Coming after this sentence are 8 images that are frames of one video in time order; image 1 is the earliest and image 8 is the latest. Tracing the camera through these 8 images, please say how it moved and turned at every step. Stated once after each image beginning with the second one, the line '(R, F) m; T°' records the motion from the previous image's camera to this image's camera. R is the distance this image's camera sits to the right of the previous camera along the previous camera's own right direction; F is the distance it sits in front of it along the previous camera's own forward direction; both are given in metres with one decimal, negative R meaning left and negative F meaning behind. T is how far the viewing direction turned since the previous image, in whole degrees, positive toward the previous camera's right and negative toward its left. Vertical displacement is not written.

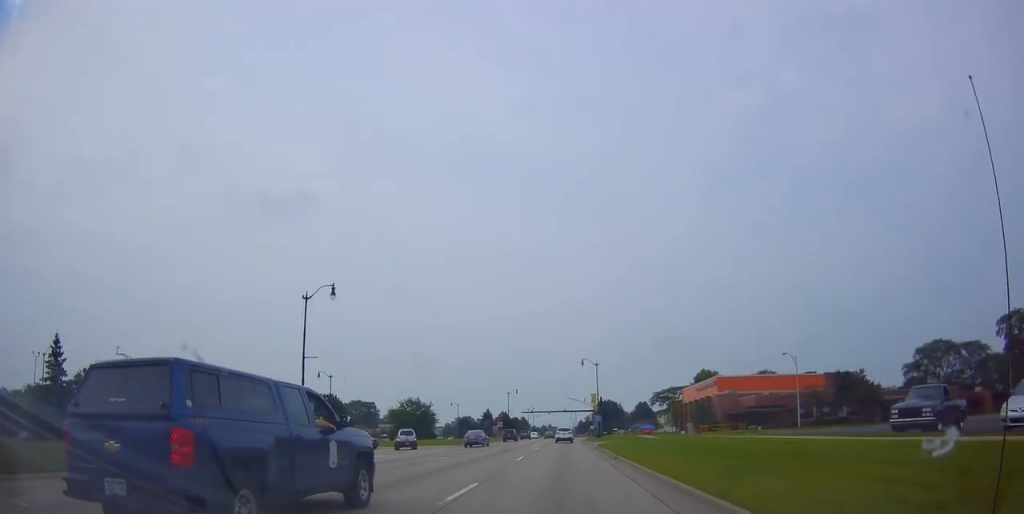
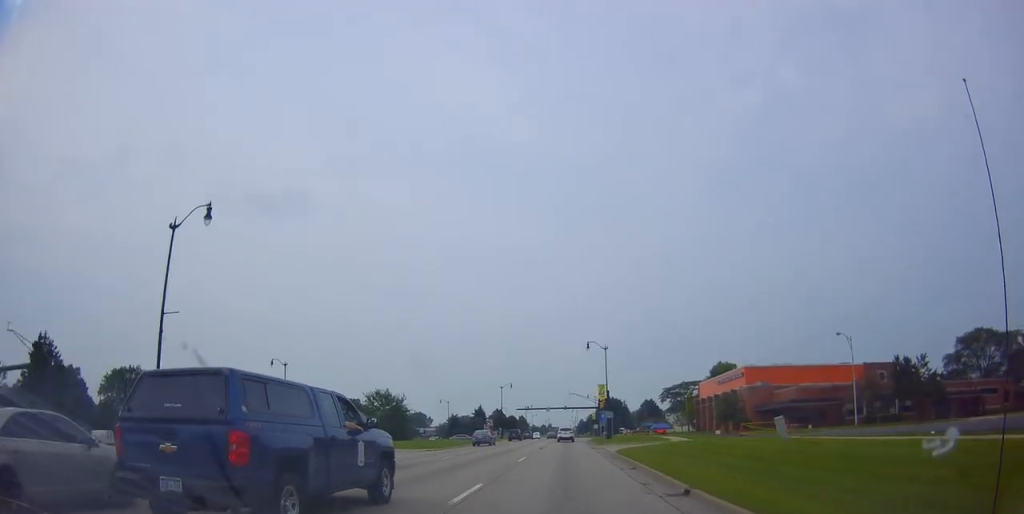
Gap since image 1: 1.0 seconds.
(0.0, +14.8) m; -1°
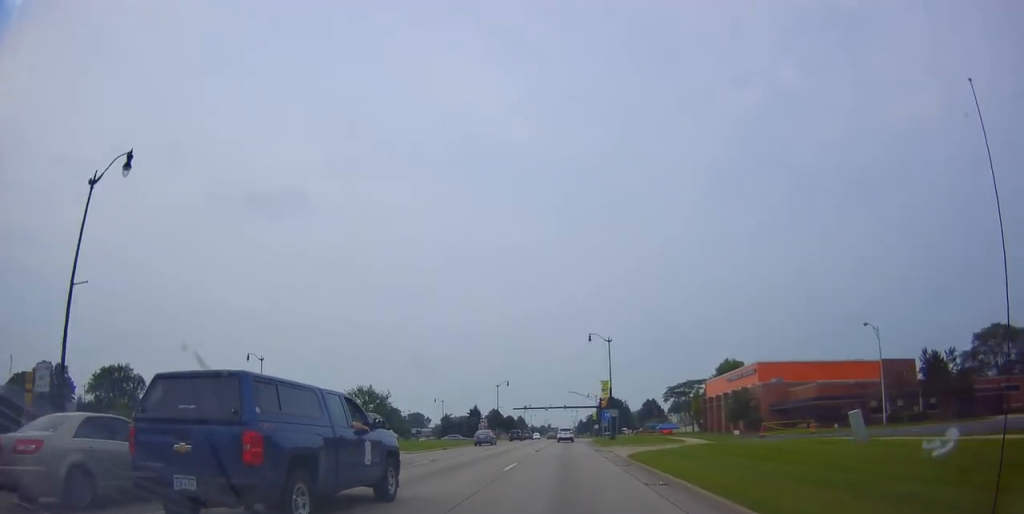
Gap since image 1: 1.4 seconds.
(+0.1, +5.7) m; -1°
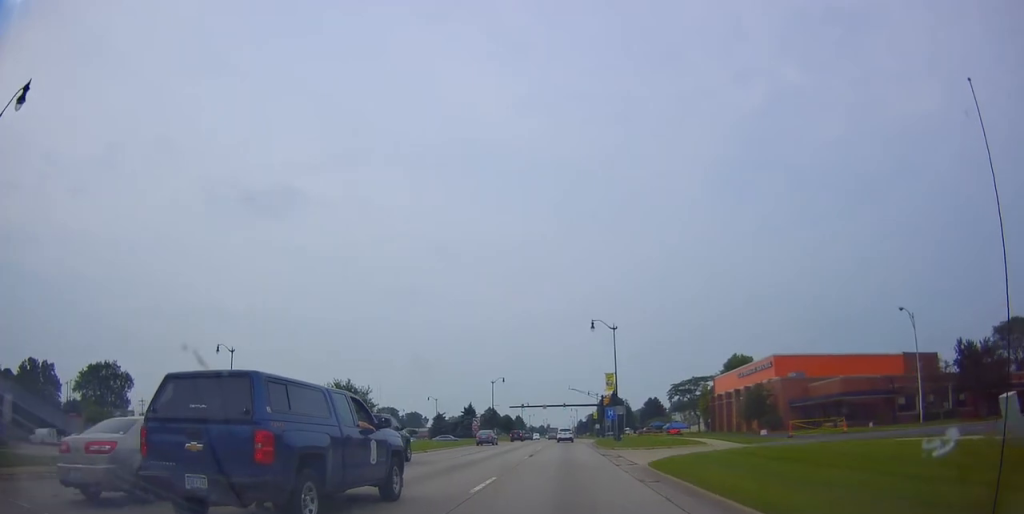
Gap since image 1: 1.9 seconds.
(-0.1, +6.4) m; 0°
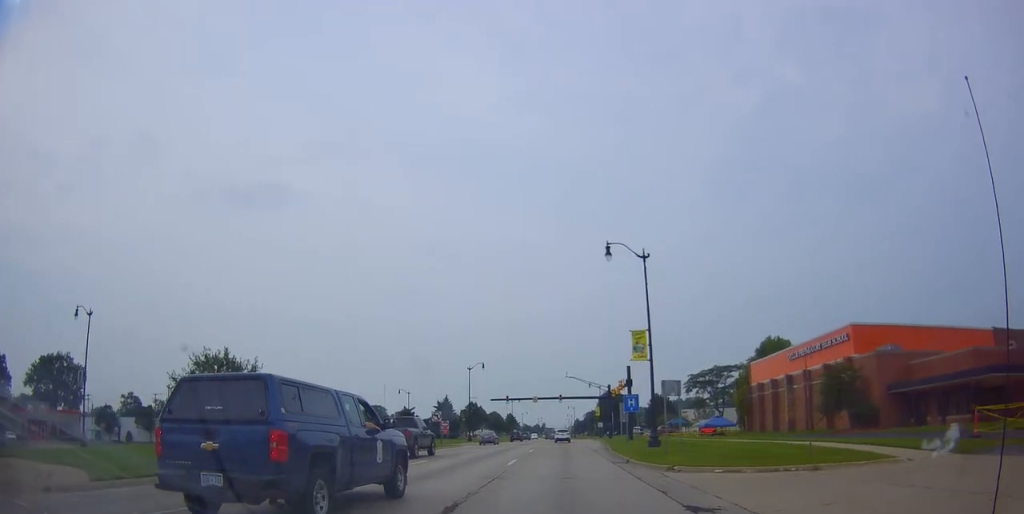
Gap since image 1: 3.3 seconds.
(+0.1, +21.4) m; +1°
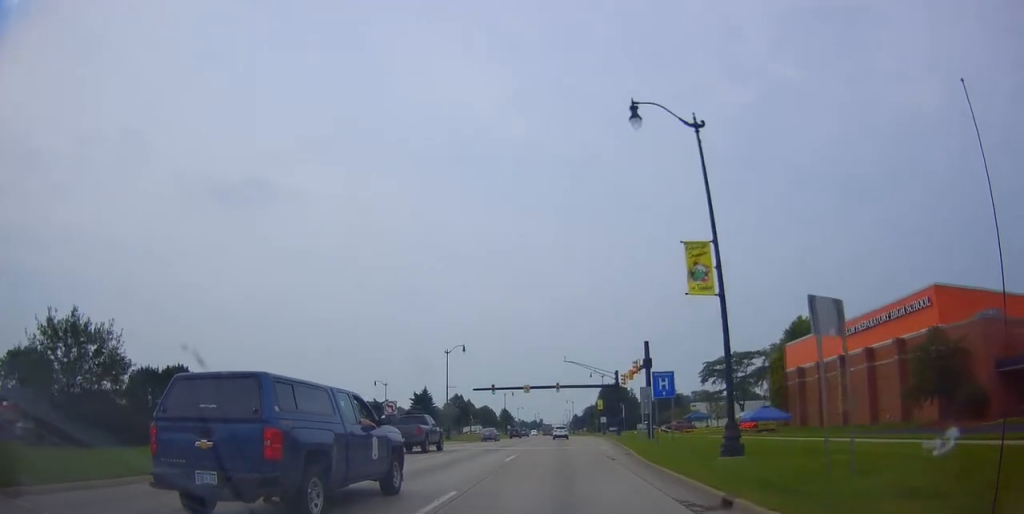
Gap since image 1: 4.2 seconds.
(+0.1, +13.8) m; -2°
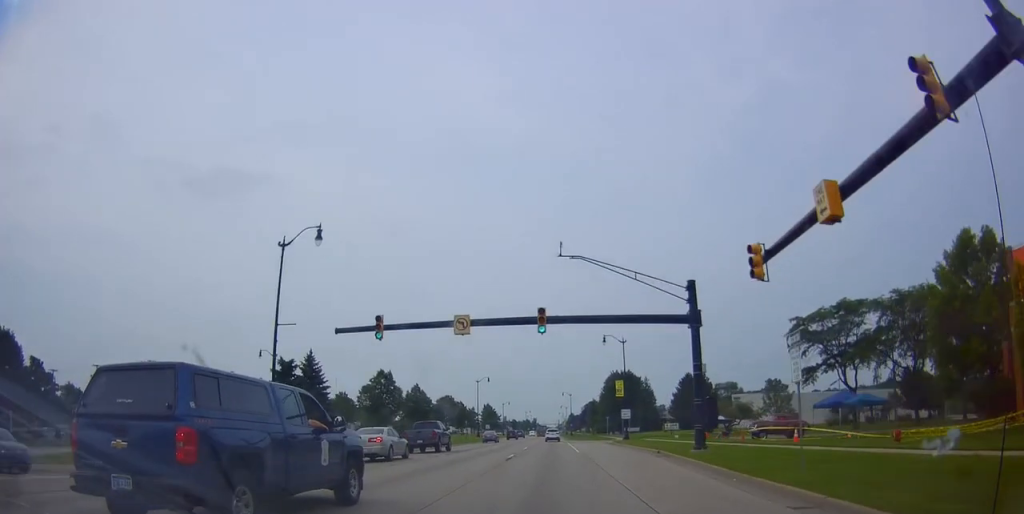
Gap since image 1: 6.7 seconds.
(-0.1, +39.3) m; +2°
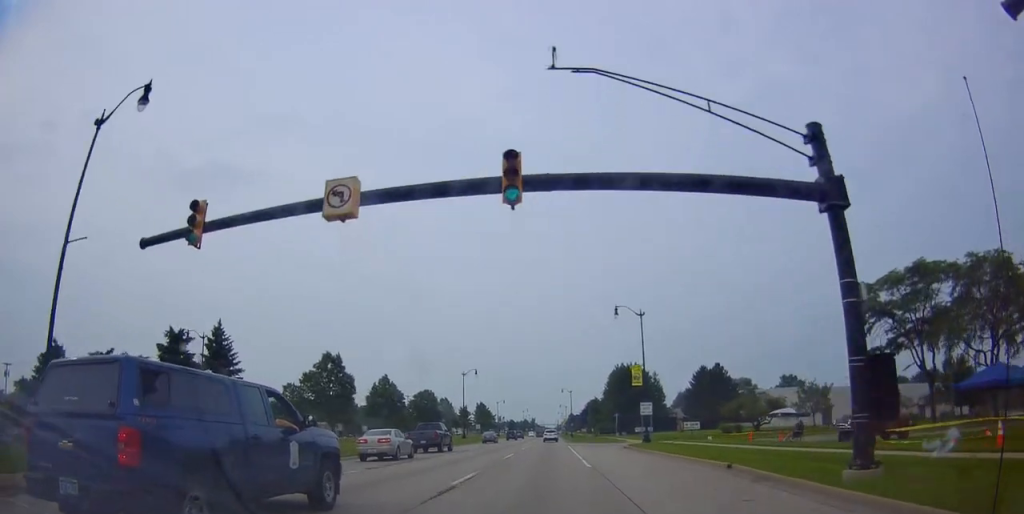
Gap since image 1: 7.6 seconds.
(0.0, +14.2) m; 0°
